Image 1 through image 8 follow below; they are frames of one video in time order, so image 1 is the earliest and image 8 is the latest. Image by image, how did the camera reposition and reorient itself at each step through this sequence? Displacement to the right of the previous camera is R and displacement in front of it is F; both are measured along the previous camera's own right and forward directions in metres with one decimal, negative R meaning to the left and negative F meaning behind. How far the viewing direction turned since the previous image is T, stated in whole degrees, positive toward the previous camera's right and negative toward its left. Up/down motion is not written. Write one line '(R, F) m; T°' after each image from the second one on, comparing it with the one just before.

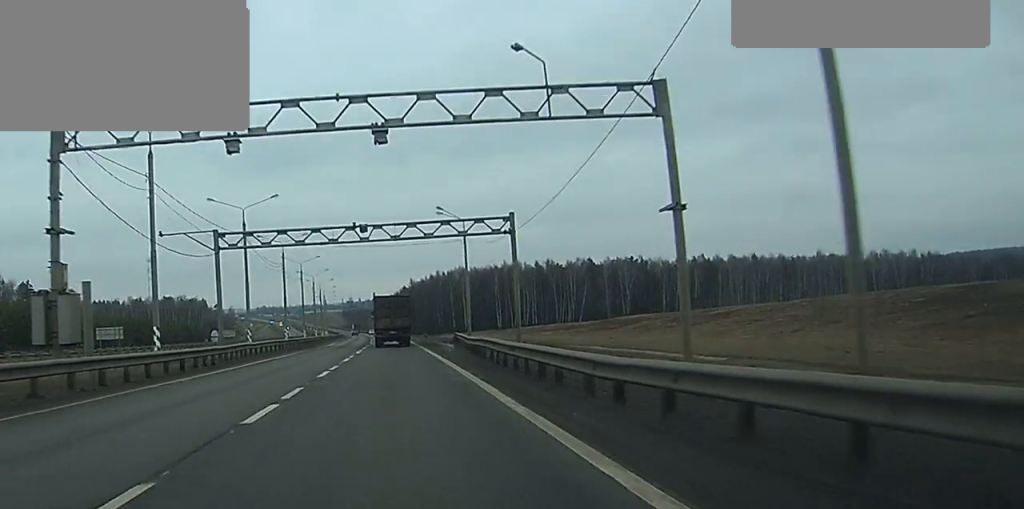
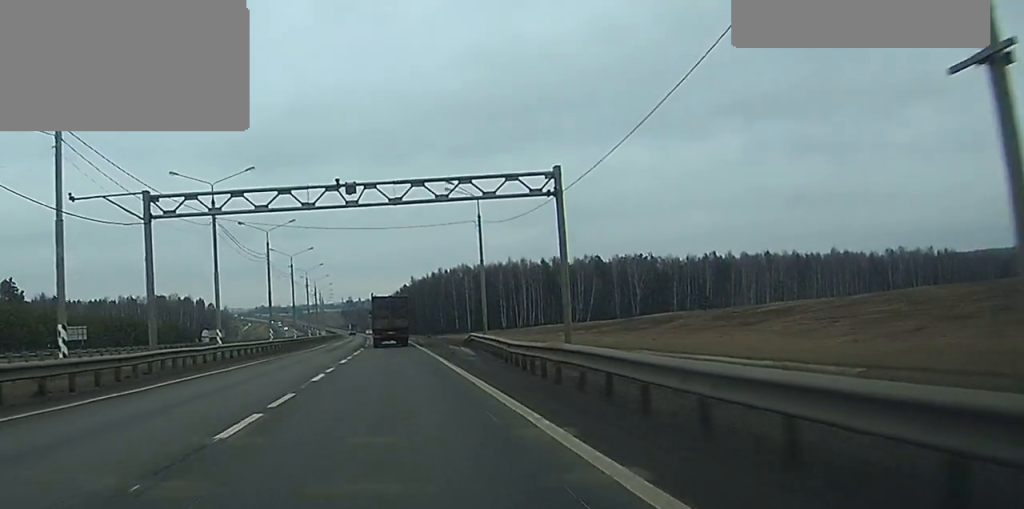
(-0.1, +15.6) m; -1°
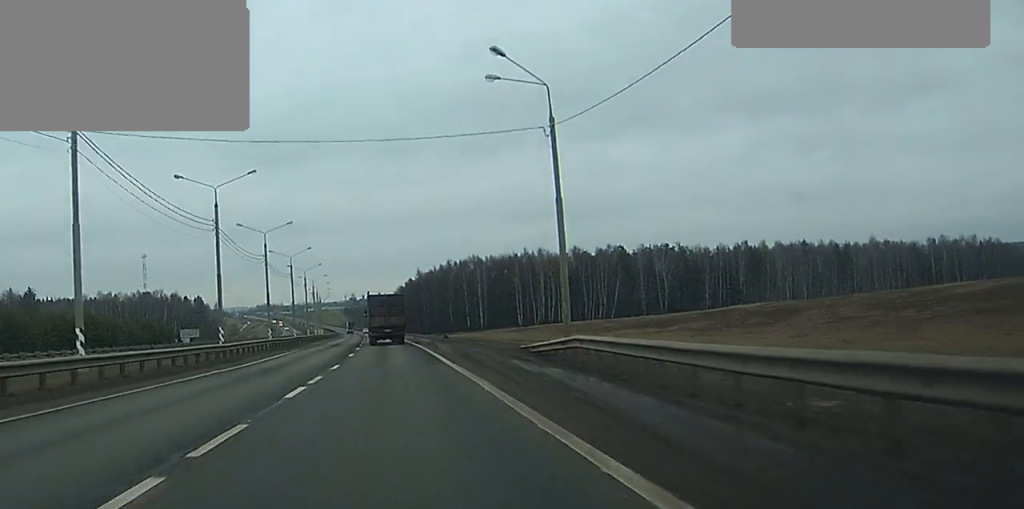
(-0.3, +32.6) m; -1°
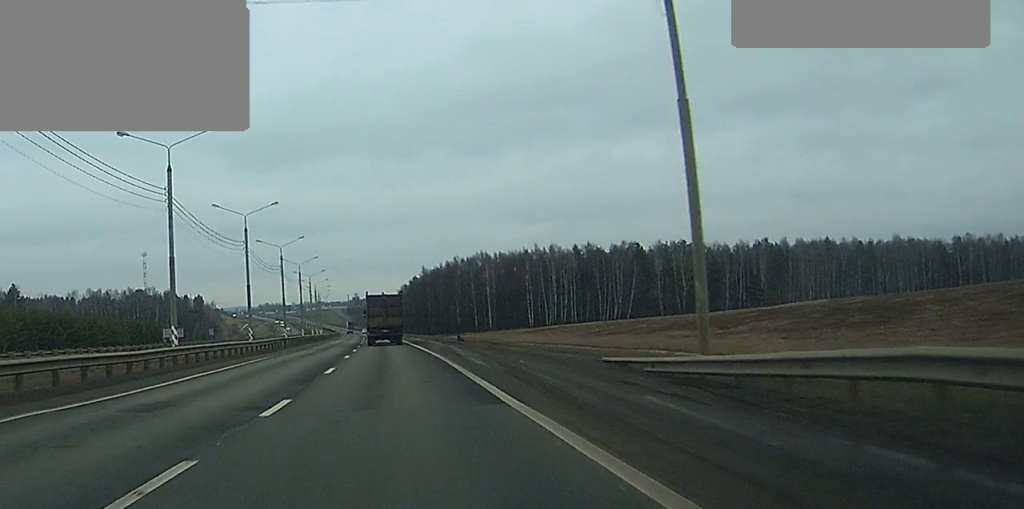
(0.0, +16.0) m; 0°
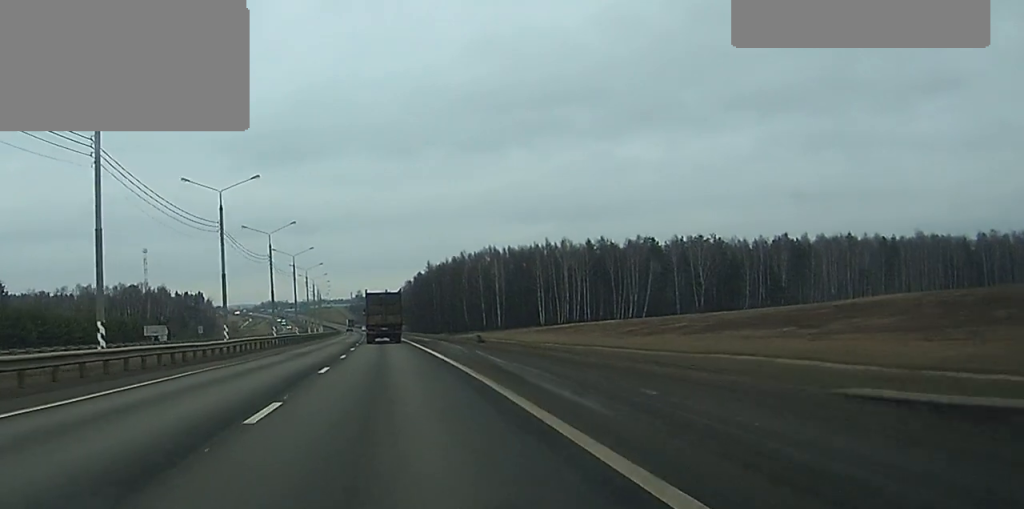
(0.0, +14.2) m; 0°
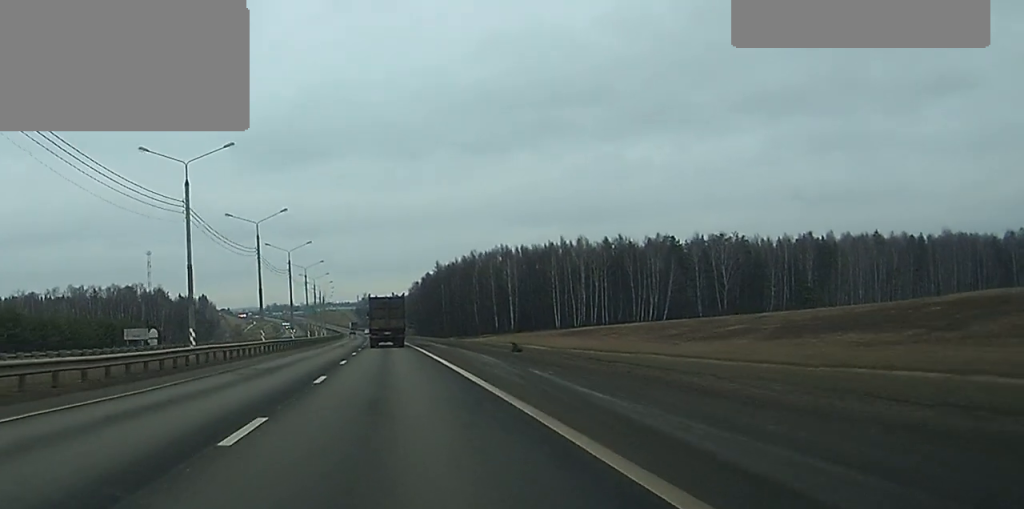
(-0.1, +14.0) m; 0°
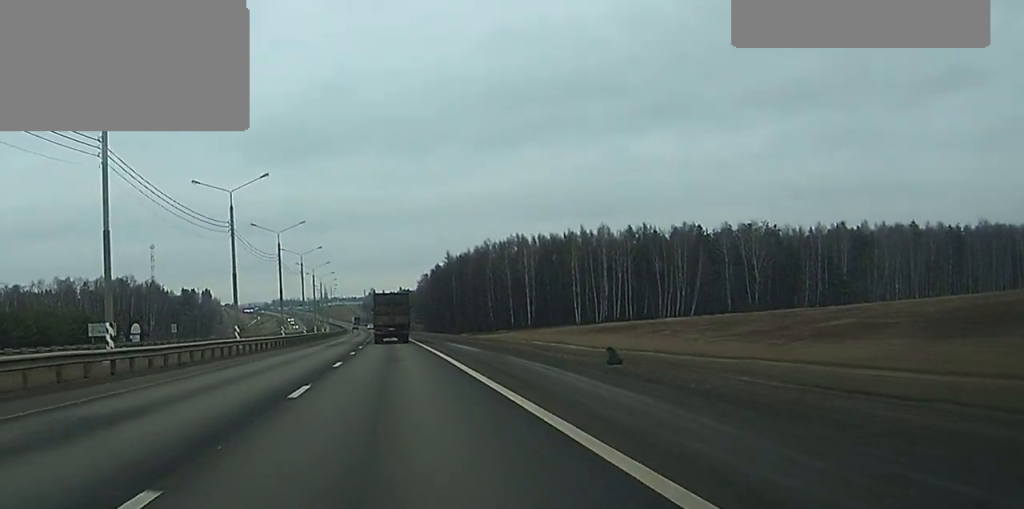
(-0.1, +18.0) m; 0°
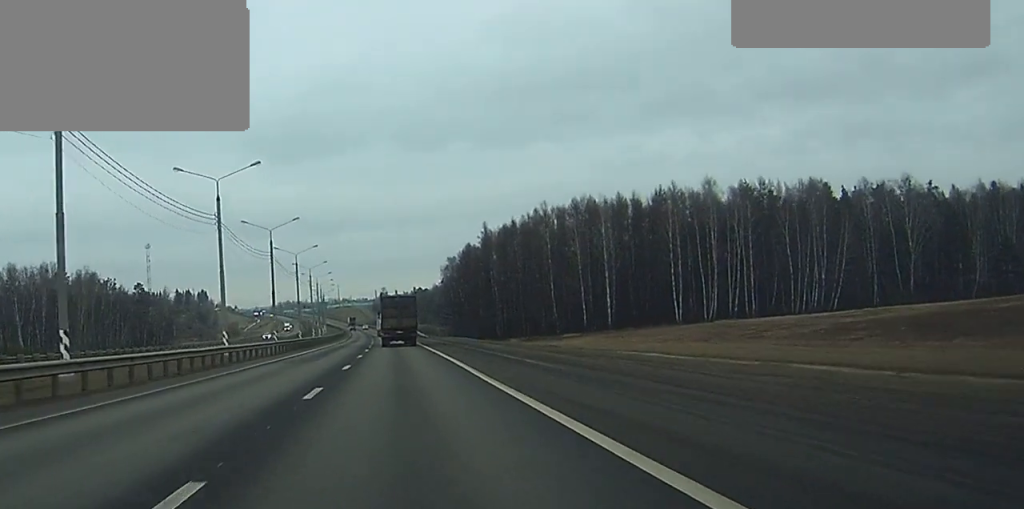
(-0.9, +71.3) m; -1°
